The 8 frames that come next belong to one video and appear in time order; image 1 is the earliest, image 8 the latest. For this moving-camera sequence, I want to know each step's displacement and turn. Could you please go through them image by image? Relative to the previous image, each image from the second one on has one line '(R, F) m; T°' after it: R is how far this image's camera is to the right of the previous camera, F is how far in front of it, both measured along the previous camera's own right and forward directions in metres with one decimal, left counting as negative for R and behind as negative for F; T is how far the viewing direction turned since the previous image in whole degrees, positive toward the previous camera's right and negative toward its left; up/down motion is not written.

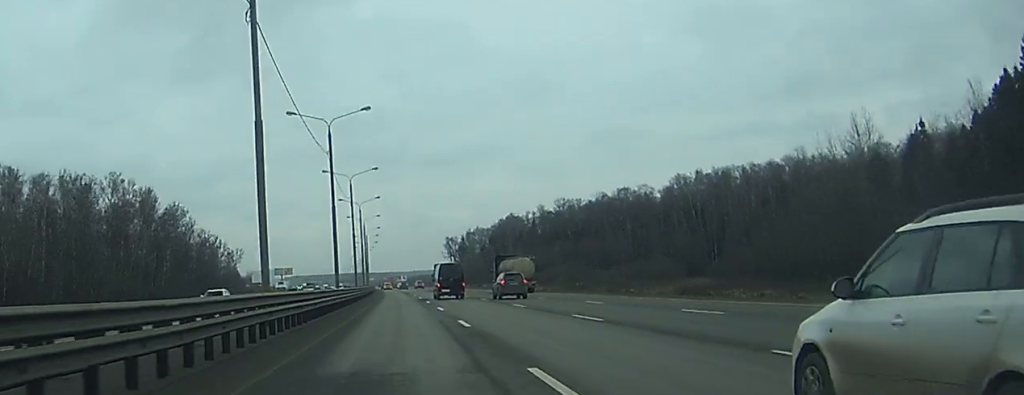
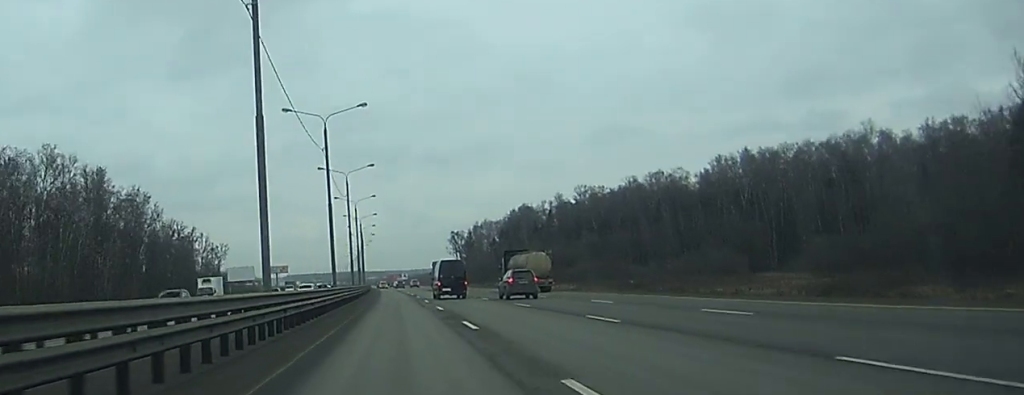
(-0.1, +33.5) m; 0°
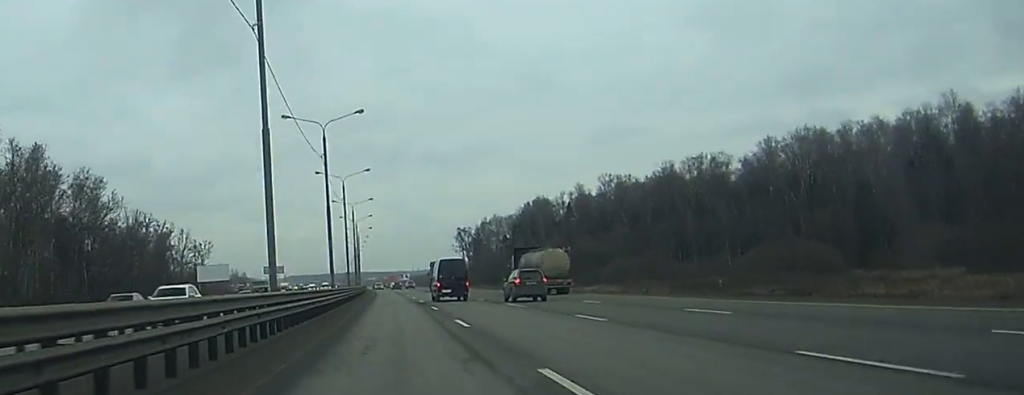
(-0.1, +29.8) m; 0°
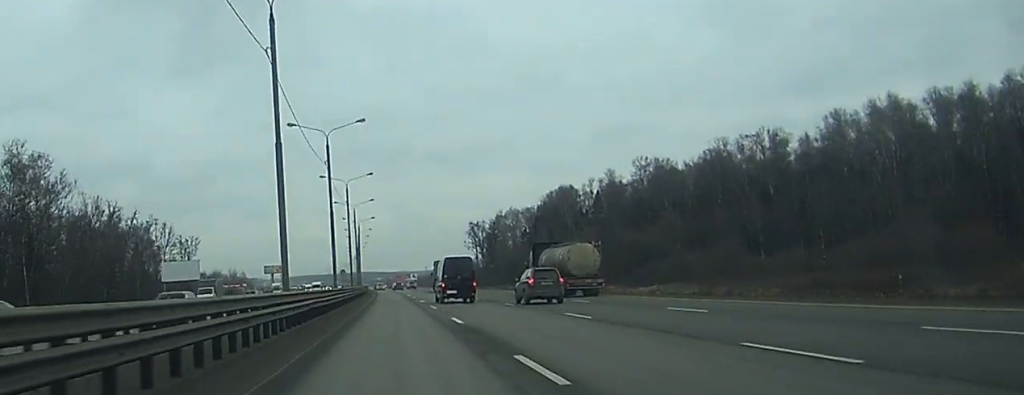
(-0.1, +28.1) m; 0°
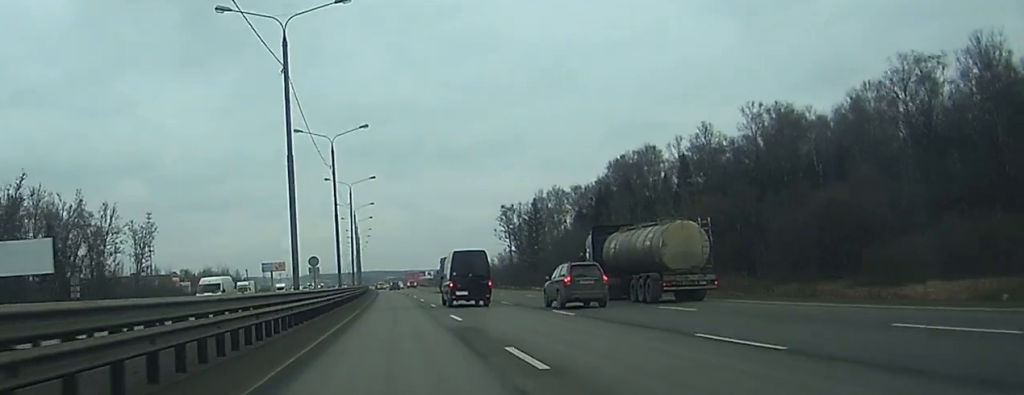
(+1.1, +58.6) m; 0°
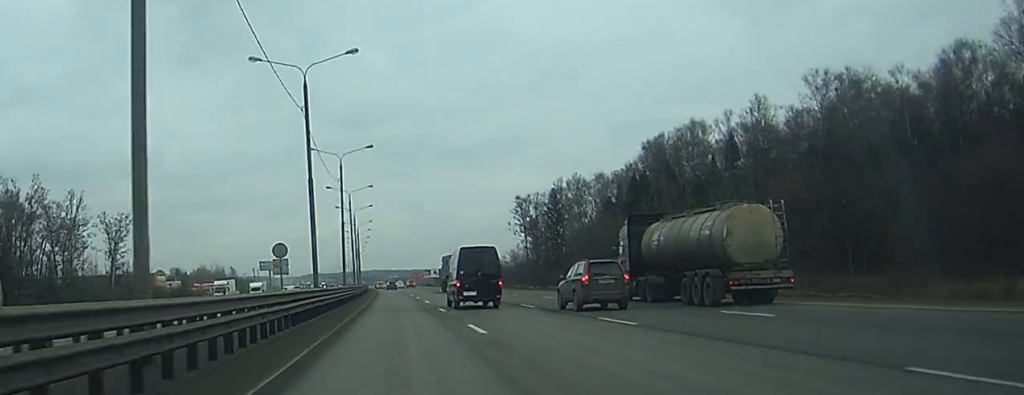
(-0.4, +23.4) m; -2°
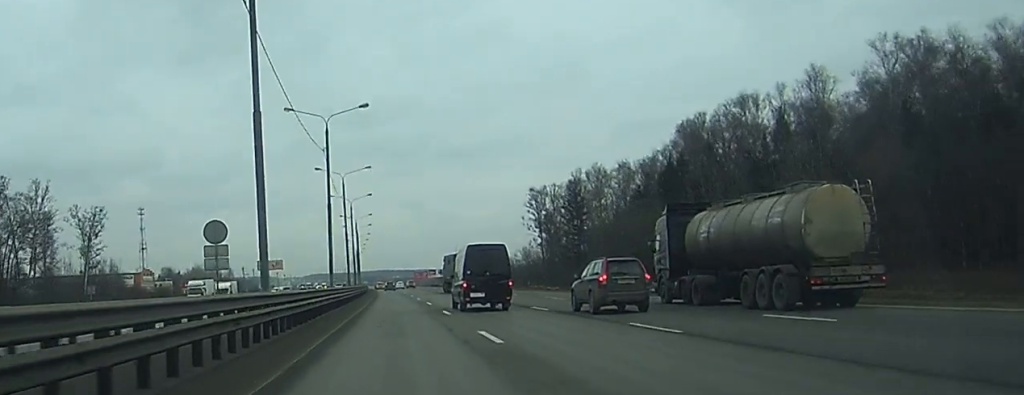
(-1.0, +20.5) m; -2°
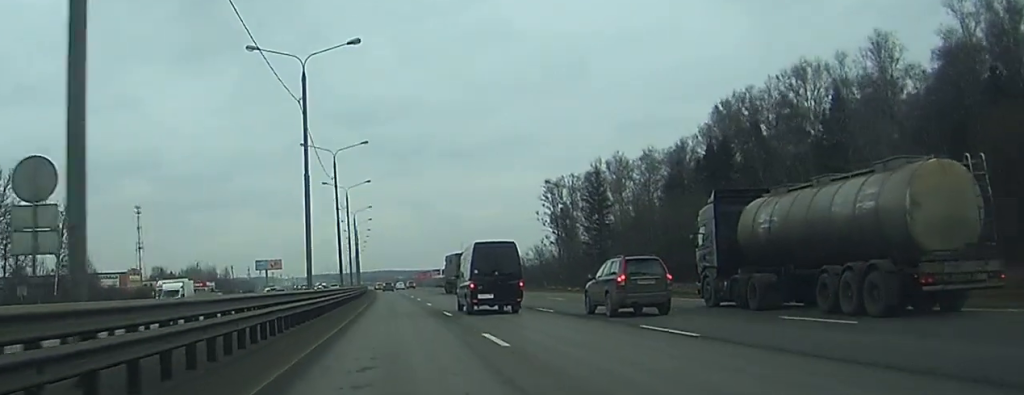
(+0.3, +18.3) m; 0°
